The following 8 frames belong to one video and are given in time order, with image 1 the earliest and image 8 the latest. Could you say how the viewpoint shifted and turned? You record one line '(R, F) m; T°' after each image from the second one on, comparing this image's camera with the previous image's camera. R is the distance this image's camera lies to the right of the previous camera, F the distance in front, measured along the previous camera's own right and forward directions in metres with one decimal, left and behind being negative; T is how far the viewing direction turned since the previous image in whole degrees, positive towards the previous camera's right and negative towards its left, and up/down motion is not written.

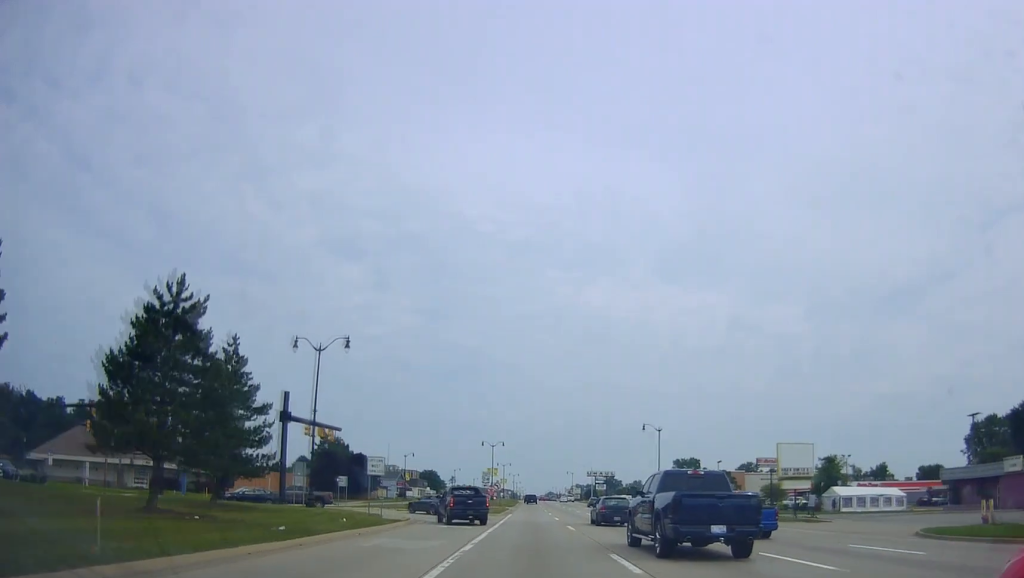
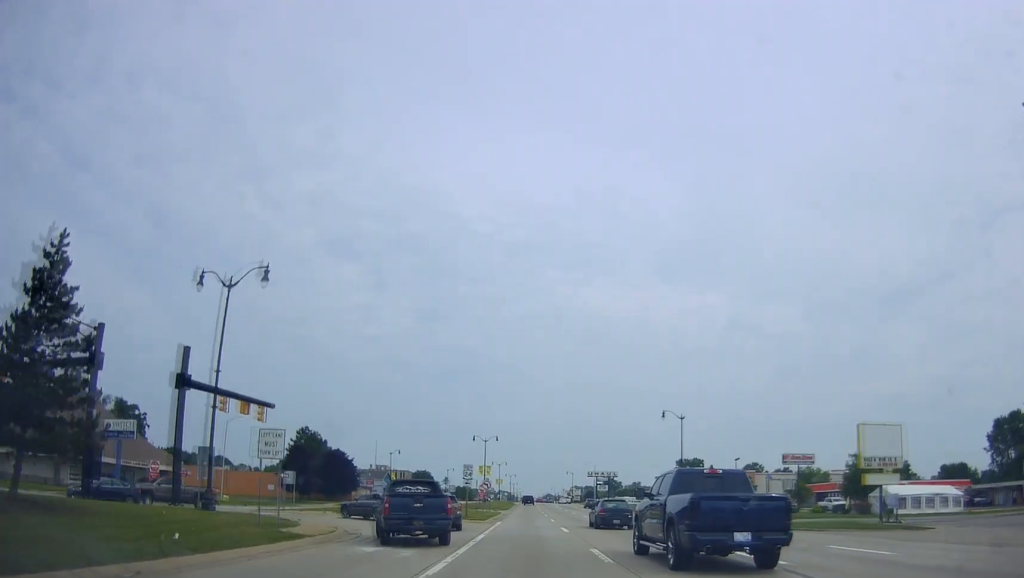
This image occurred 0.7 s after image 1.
(0.0, +14.0) m; 0°
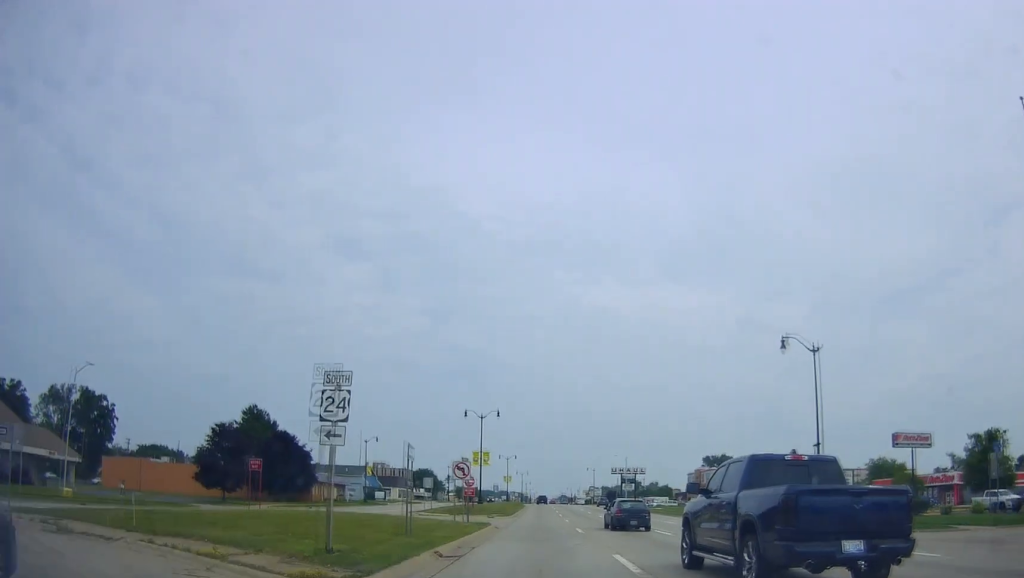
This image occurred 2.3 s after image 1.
(+0.1, +31.7) m; -1°
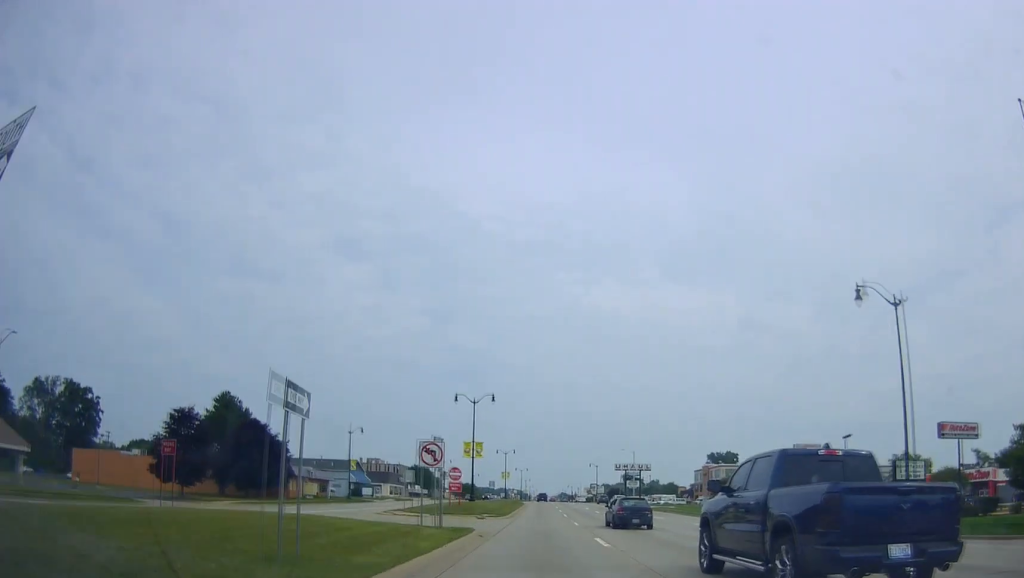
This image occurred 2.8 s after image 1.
(-0.4, +9.8) m; 0°
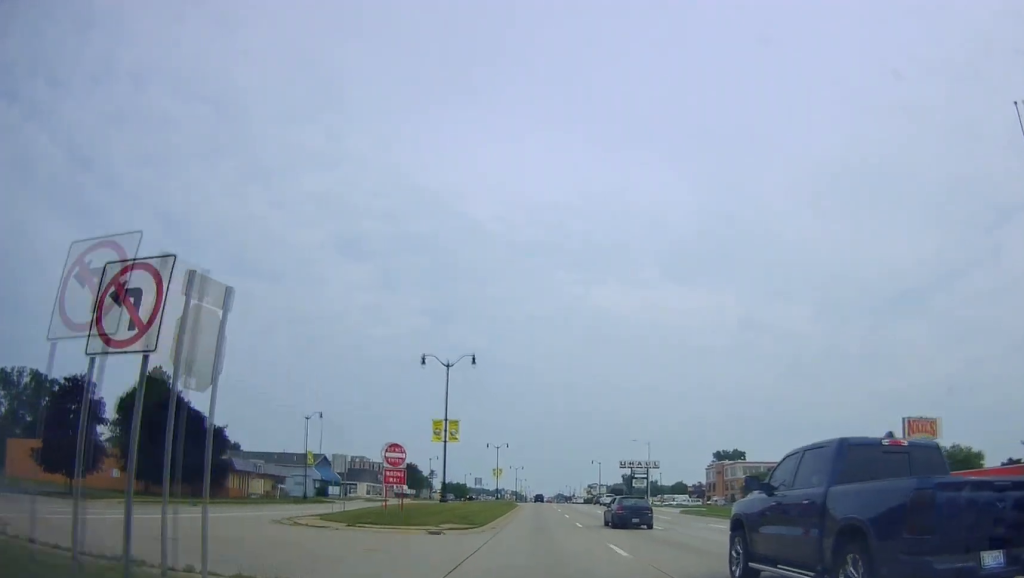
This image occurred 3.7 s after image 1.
(0.0, +18.3) m; +1°
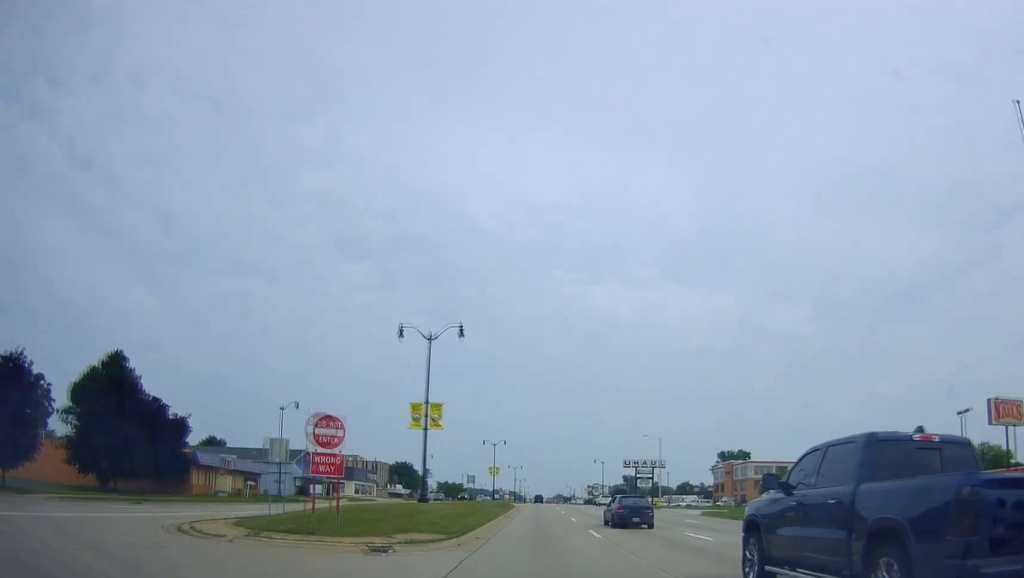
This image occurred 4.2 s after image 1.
(+0.3, +8.5) m; 0°
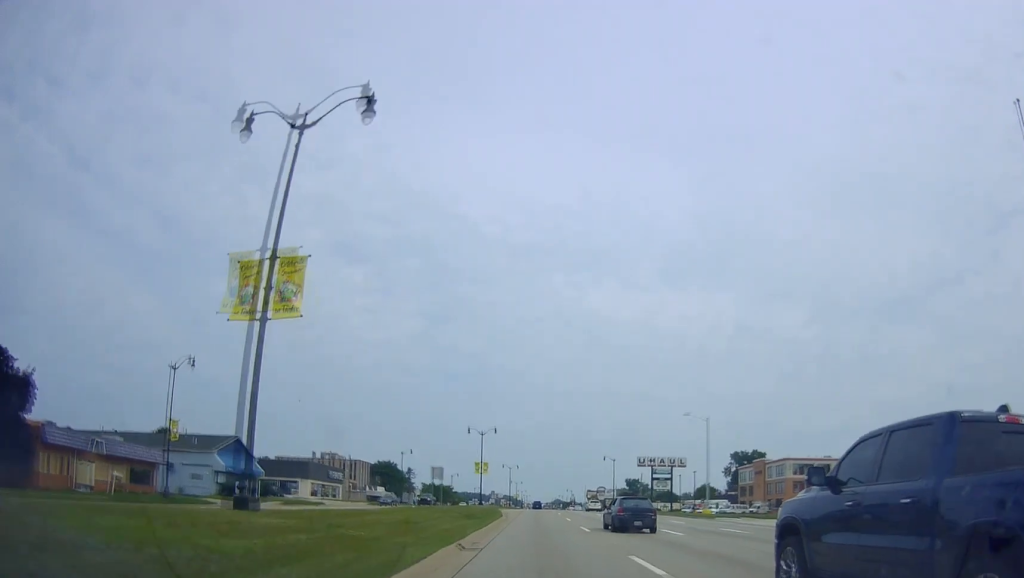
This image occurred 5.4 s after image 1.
(-0.3, +23.9) m; 0°
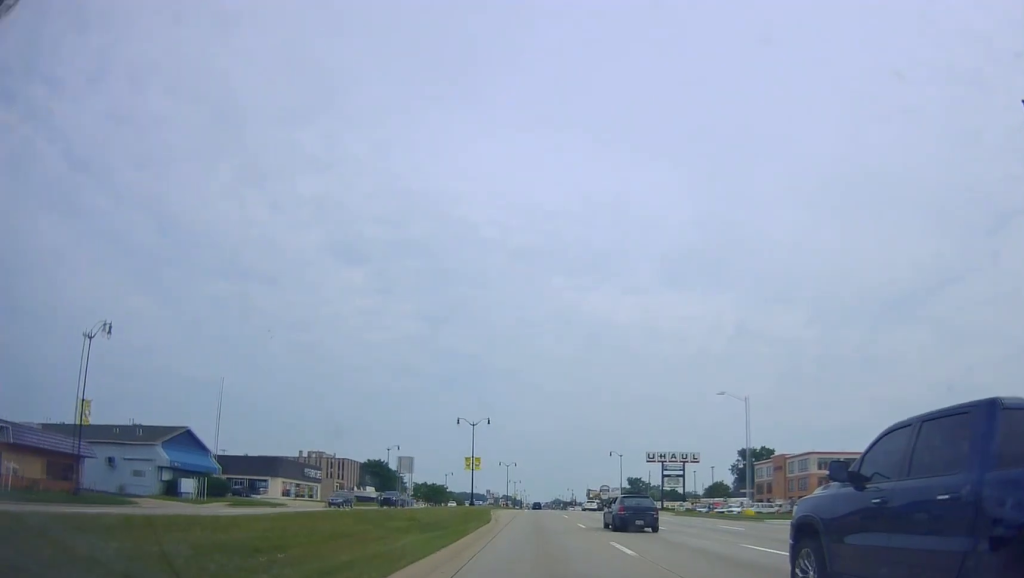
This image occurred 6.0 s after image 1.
(+0.3, +11.8) m; -1°
